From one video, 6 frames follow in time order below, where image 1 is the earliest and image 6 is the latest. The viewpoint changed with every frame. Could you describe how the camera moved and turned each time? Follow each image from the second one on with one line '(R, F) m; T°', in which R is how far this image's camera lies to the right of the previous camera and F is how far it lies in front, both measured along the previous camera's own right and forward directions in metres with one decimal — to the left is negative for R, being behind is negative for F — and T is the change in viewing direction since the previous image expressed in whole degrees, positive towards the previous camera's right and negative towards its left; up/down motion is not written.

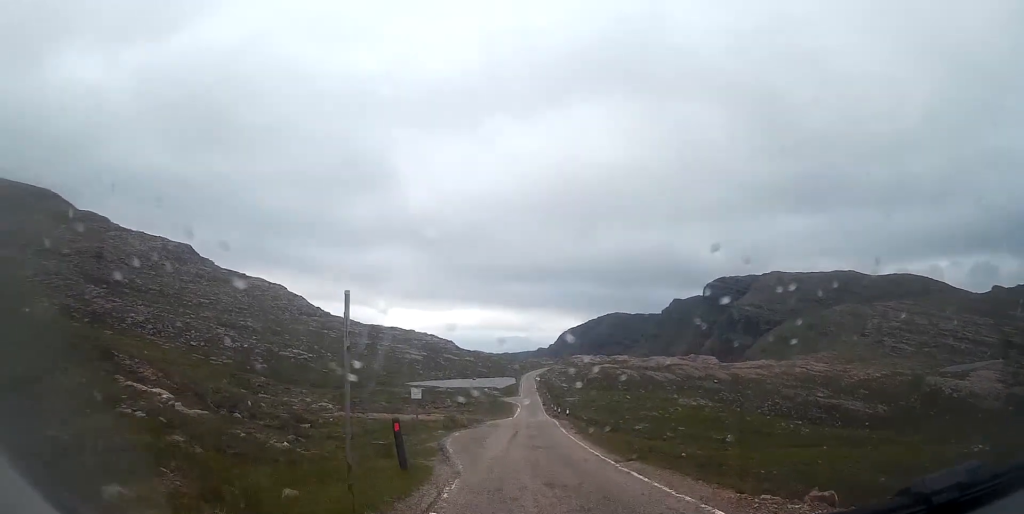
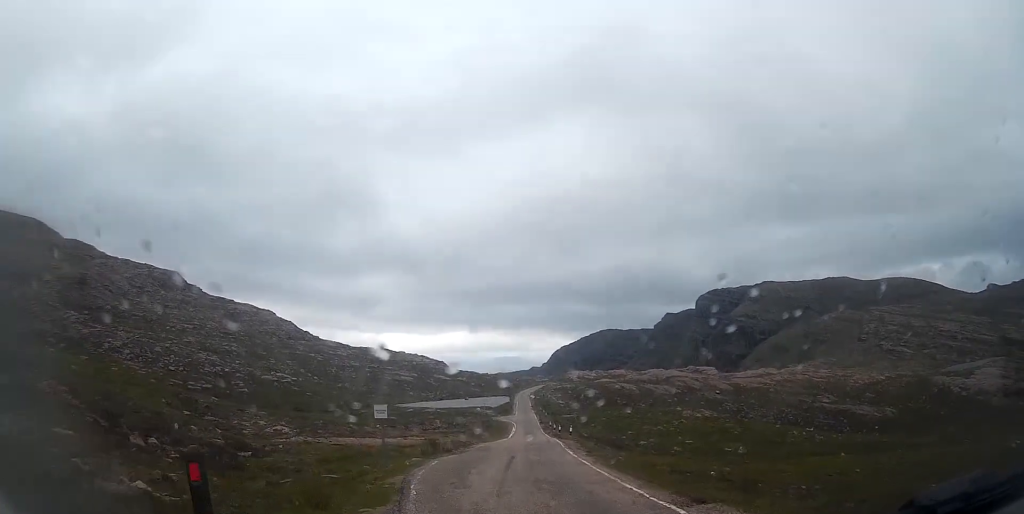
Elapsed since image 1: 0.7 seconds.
(-0.1, +5.9) m; -1°
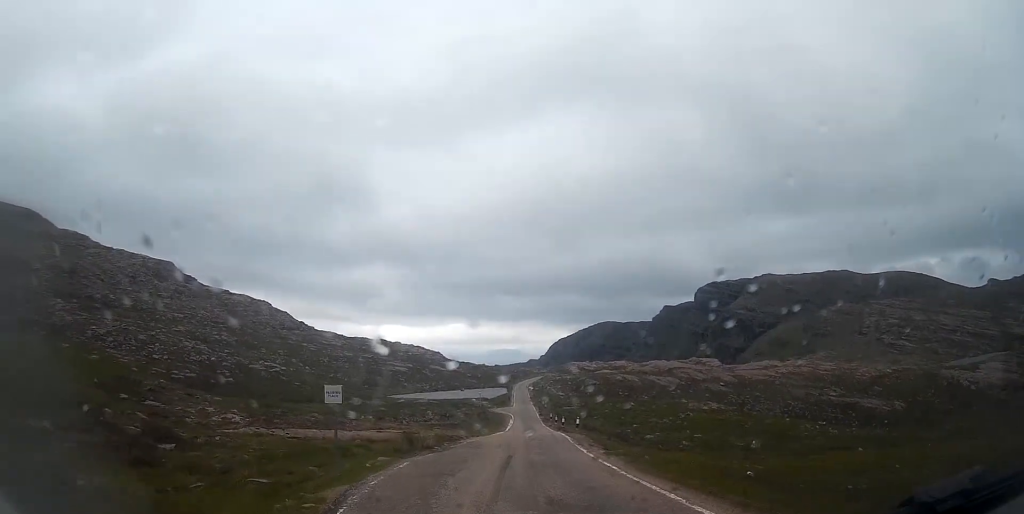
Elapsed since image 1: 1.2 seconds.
(-0.1, +5.0) m; -1°
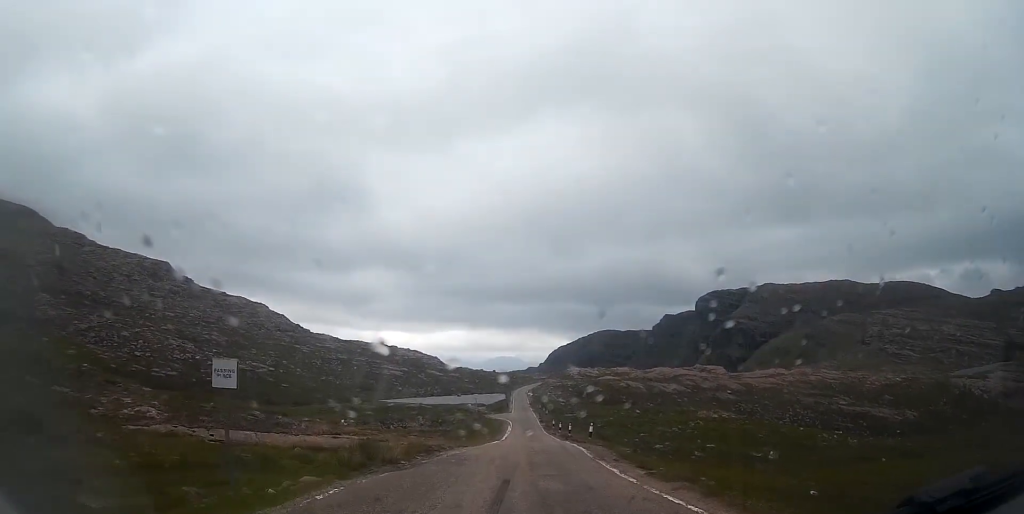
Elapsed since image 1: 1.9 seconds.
(0.0, +5.7) m; +1°
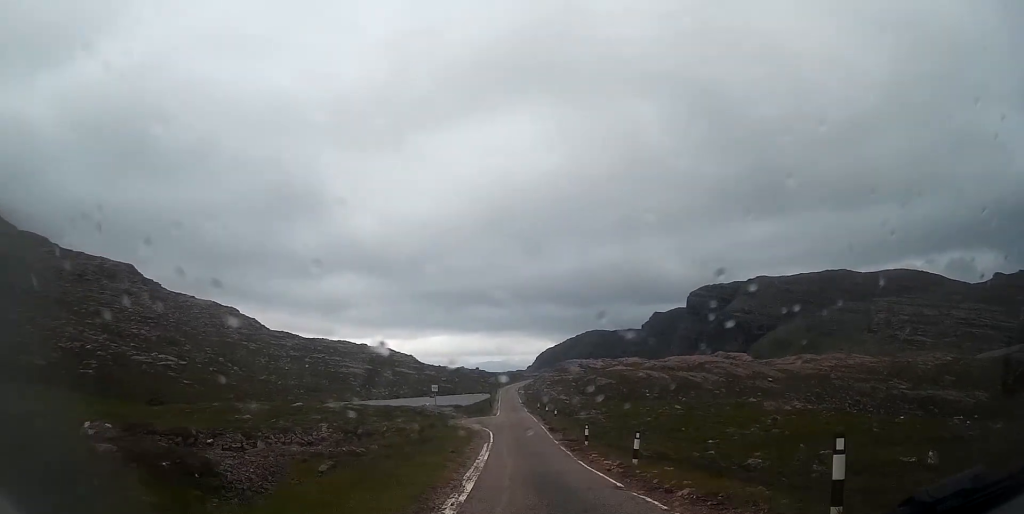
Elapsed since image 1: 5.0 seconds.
(+0.4, +29.5) m; +1°
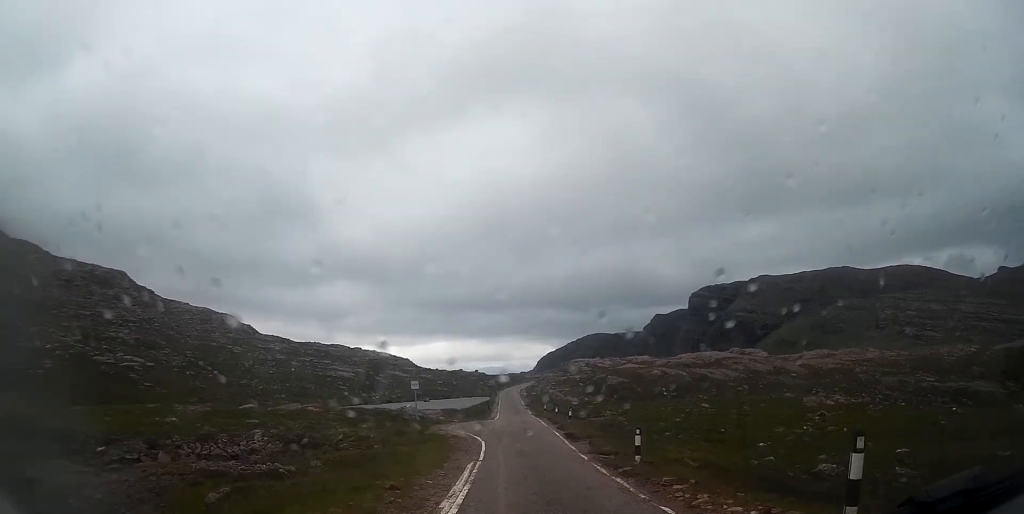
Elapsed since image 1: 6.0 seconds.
(0.0, +9.5) m; 0°
